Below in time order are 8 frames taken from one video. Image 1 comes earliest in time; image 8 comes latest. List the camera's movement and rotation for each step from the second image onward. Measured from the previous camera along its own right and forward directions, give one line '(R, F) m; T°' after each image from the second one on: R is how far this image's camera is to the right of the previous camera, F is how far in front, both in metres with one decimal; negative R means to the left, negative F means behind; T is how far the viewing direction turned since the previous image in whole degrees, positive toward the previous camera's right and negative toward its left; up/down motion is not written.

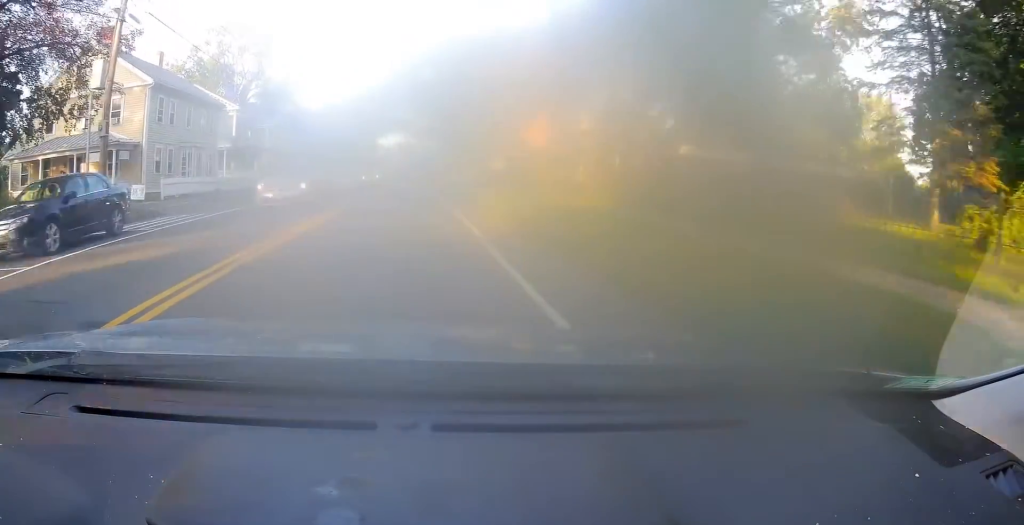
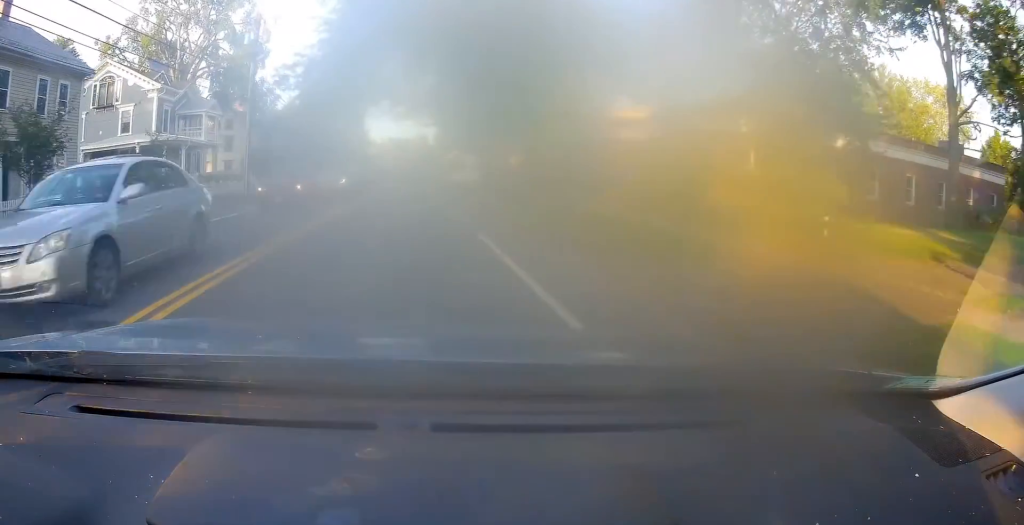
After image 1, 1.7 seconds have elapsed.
(+0.5, +20.1) m; +1°
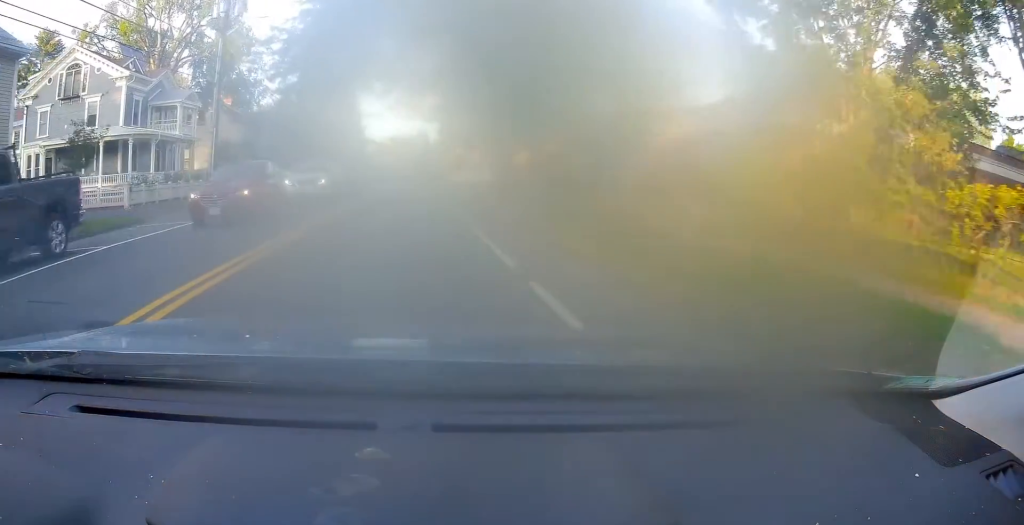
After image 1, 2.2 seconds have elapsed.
(-0.2, +5.5) m; 0°
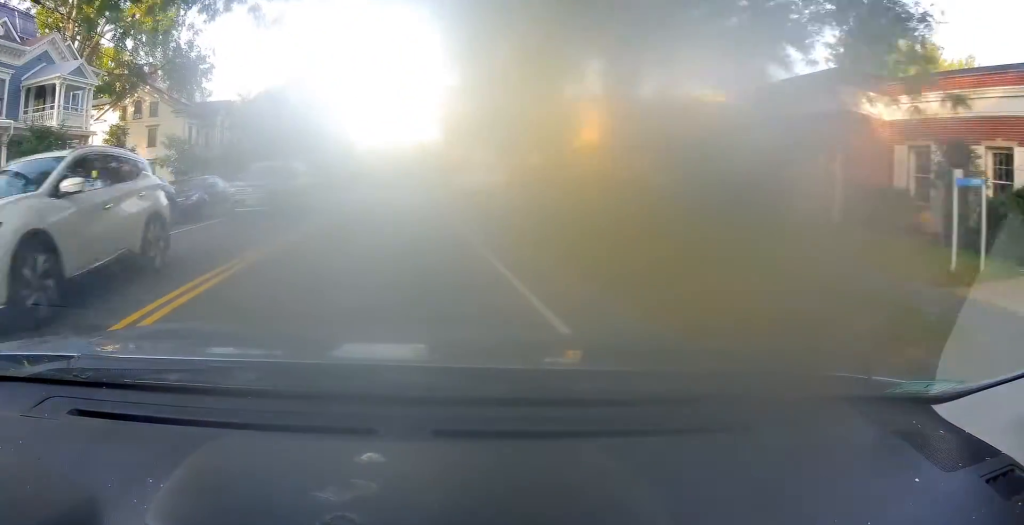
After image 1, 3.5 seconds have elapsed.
(+0.1, +16.1) m; 0°
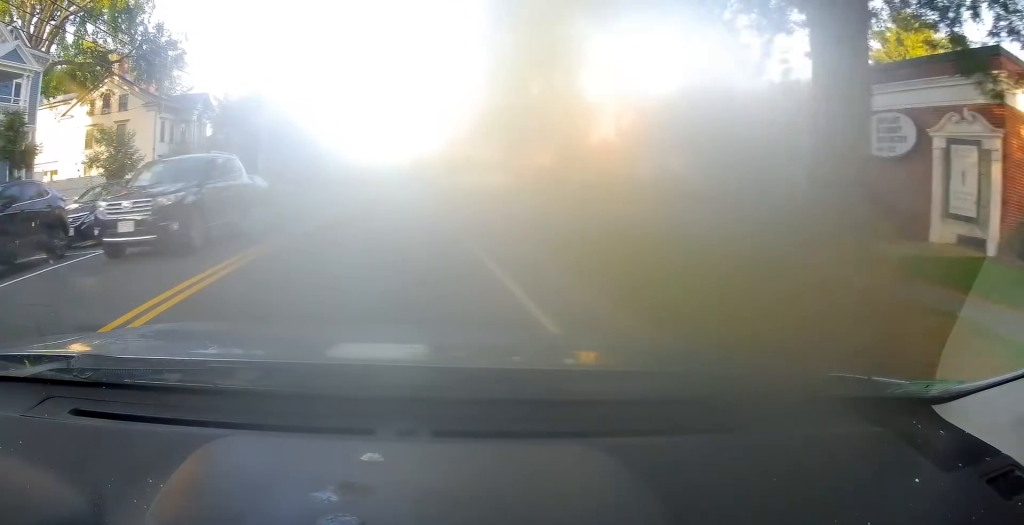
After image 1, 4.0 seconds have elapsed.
(-0.1, +6.1) m; -1°
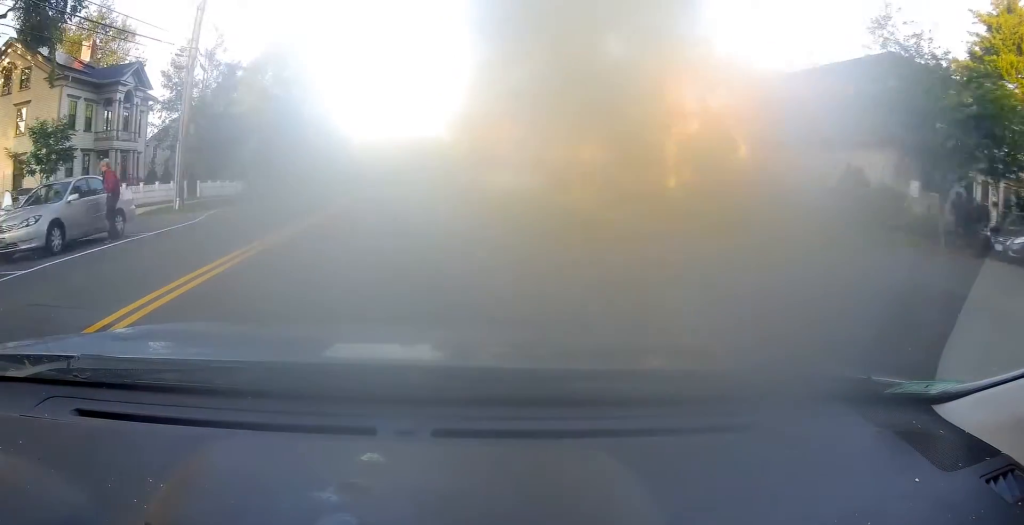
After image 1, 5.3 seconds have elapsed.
(-0.2, +15.2) m; +1°
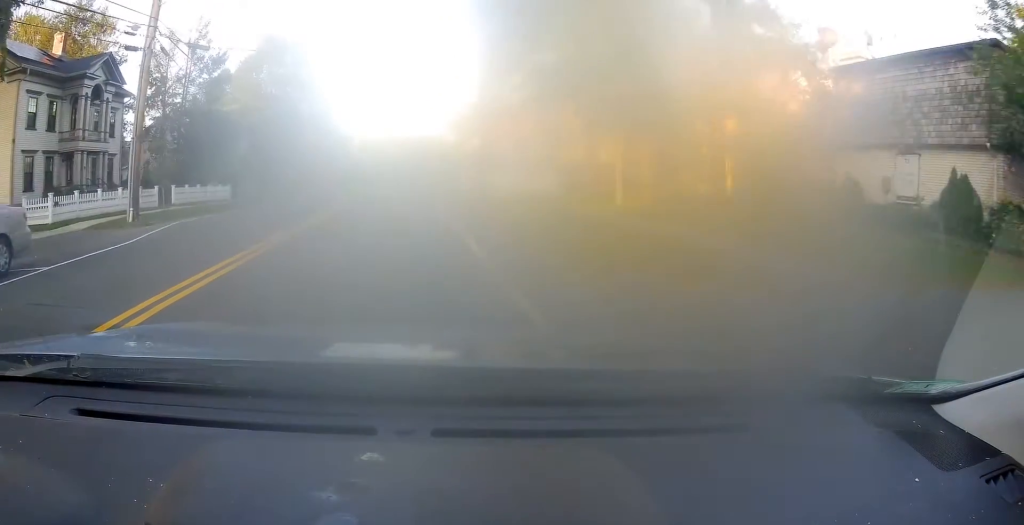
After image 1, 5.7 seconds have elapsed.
(0.0, +4.7) m; 0°
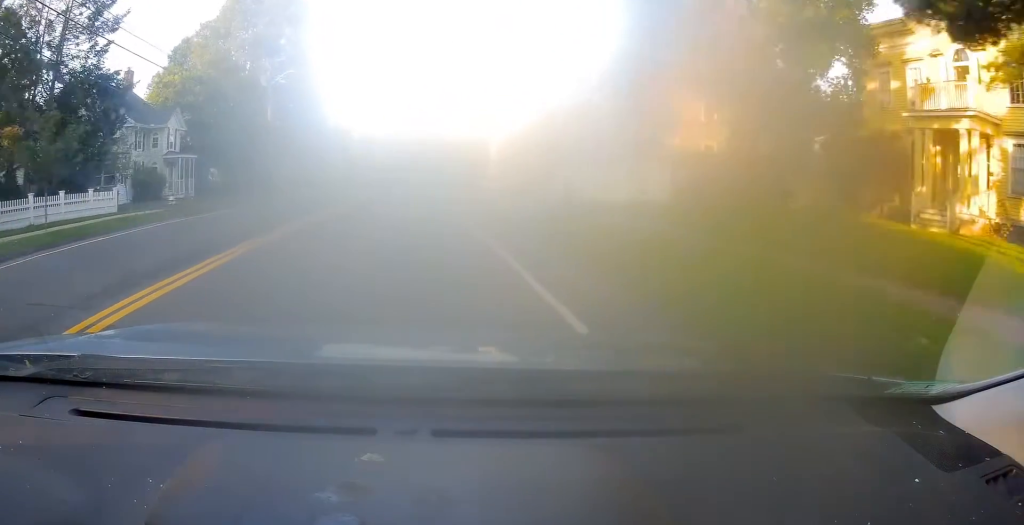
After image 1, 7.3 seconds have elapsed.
(-0.4, +19.0) m; -4°
